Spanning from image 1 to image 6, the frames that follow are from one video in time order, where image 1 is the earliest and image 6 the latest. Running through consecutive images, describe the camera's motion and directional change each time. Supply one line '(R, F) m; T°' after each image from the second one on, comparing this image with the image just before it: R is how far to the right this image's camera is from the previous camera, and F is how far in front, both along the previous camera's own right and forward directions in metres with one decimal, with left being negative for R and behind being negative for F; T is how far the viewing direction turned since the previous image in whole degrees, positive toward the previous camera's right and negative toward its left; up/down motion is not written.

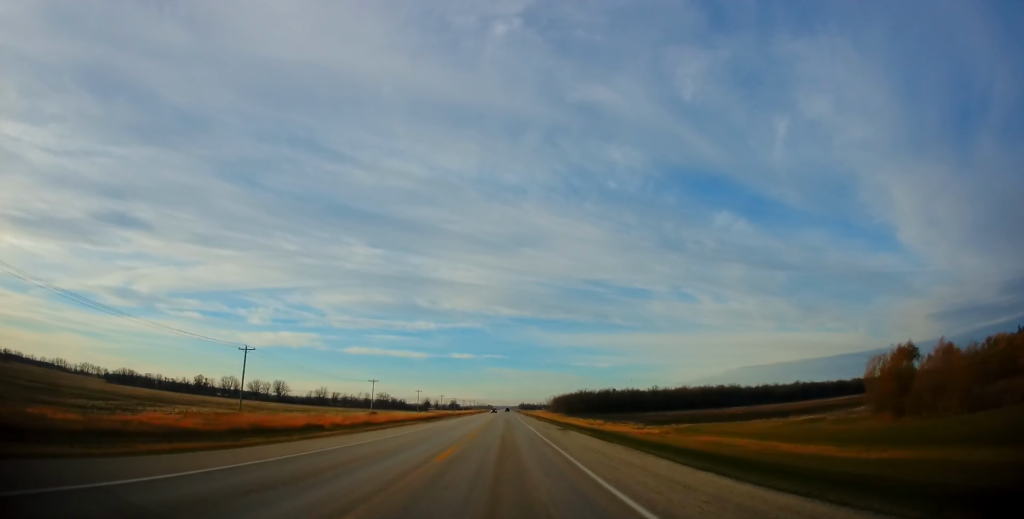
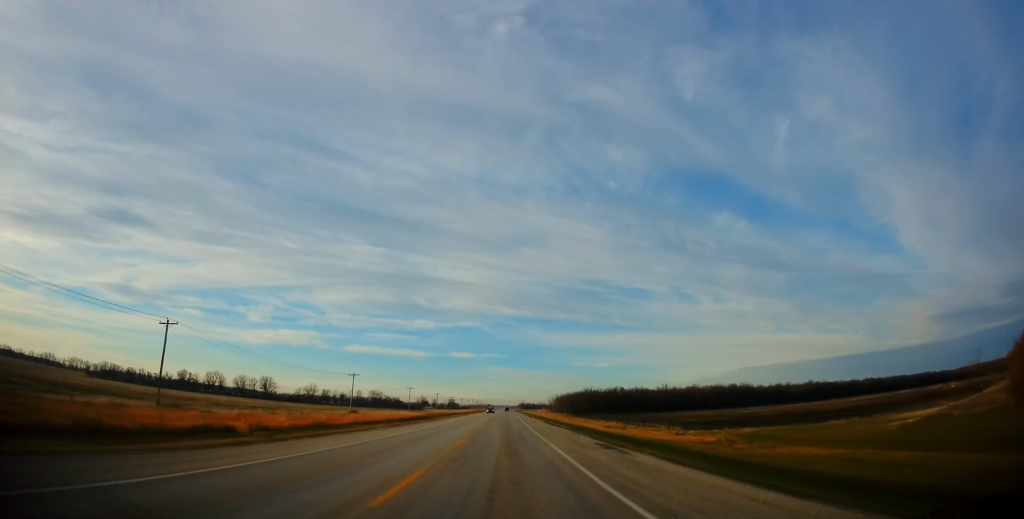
(0.0, +17.8) m; 0°
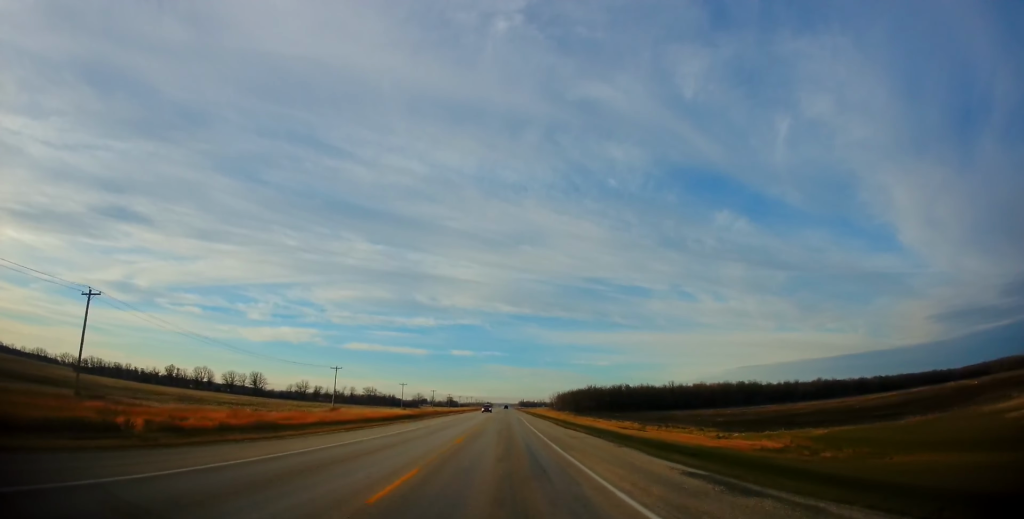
(0.0, +11.7) m; 0°
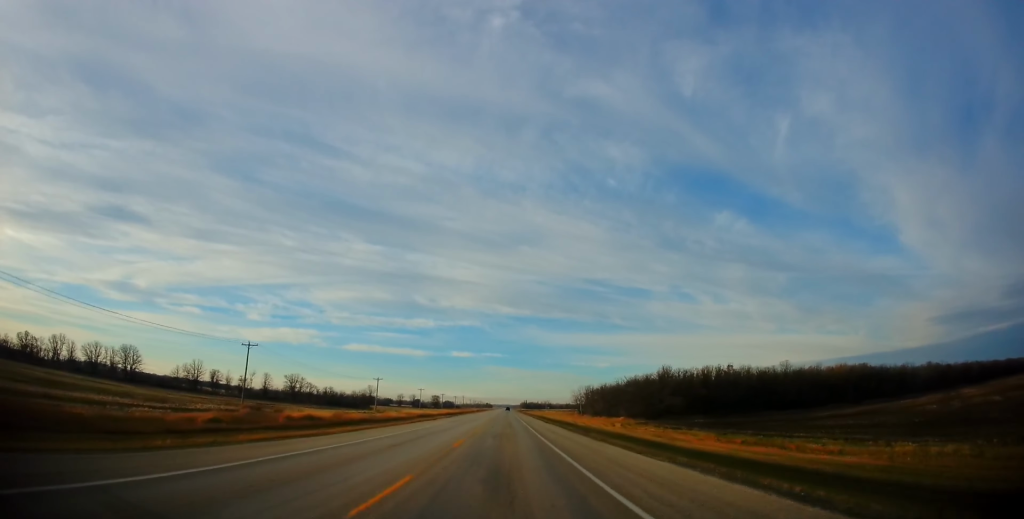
(+0.3, +99.1) m; +2°
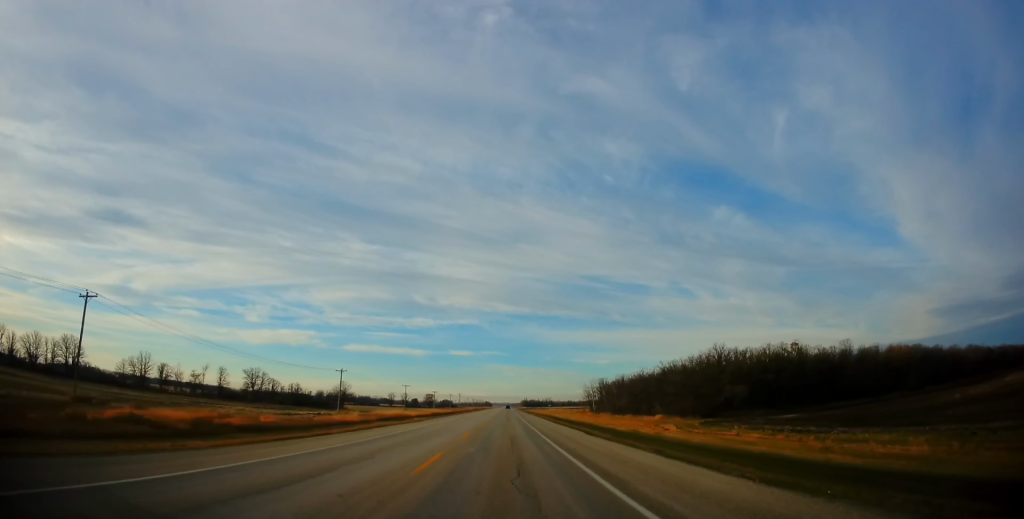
(+0.9, +31.7) m; 0°
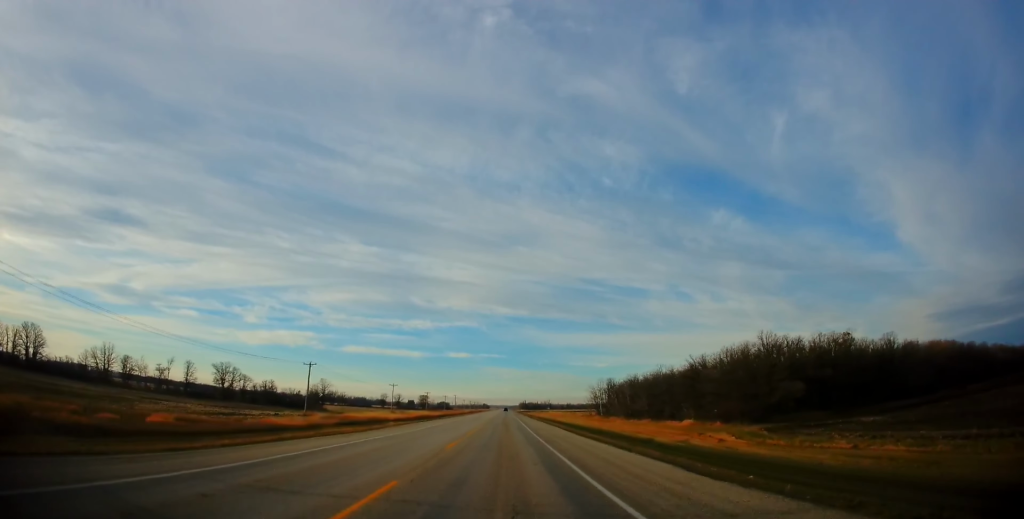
(+0.3, +19.0) m; -2°
